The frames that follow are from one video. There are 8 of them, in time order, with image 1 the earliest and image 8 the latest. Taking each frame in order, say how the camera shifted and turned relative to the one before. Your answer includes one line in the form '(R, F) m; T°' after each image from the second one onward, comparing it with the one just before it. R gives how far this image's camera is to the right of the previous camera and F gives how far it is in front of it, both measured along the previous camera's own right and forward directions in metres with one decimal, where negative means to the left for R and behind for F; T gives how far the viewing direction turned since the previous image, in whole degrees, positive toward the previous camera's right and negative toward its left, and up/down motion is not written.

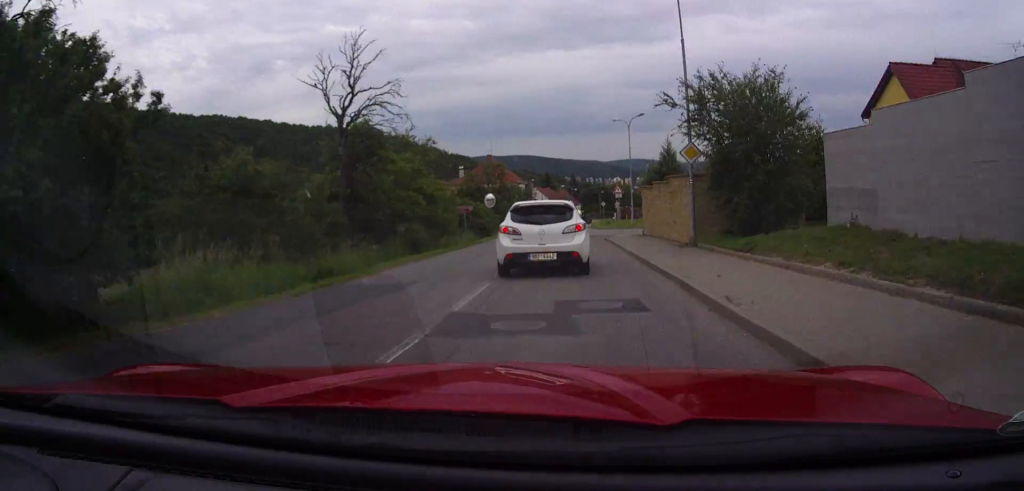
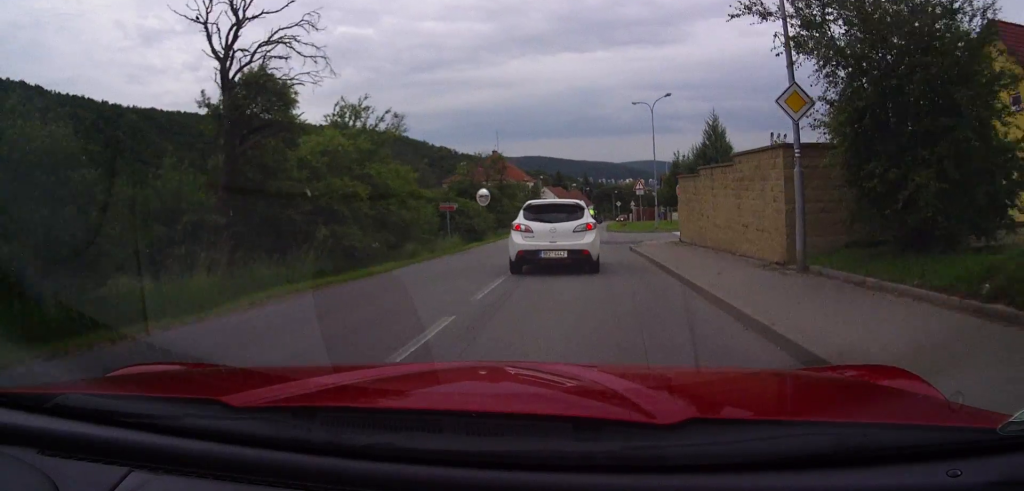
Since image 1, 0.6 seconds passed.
(+0.1, +7.9) m; 0°
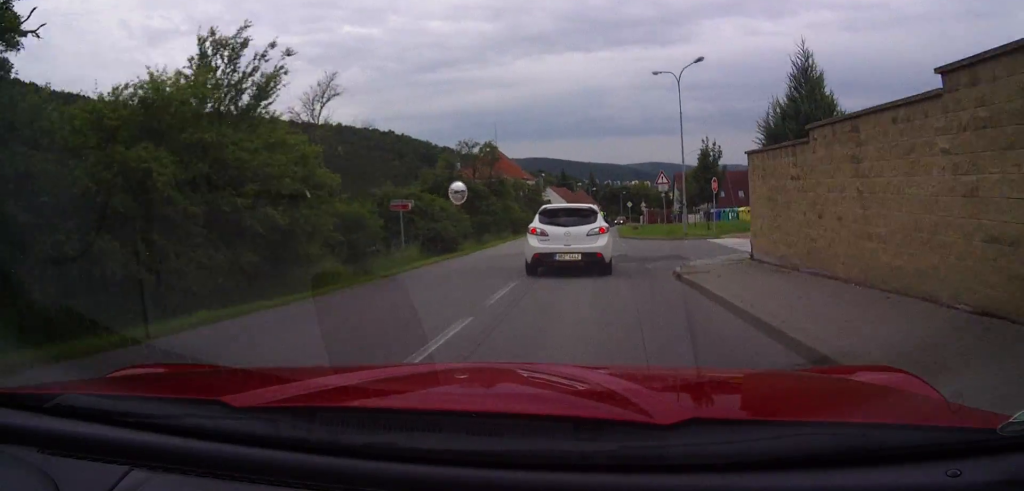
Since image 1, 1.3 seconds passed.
(0.0, +8.8) m; 0°
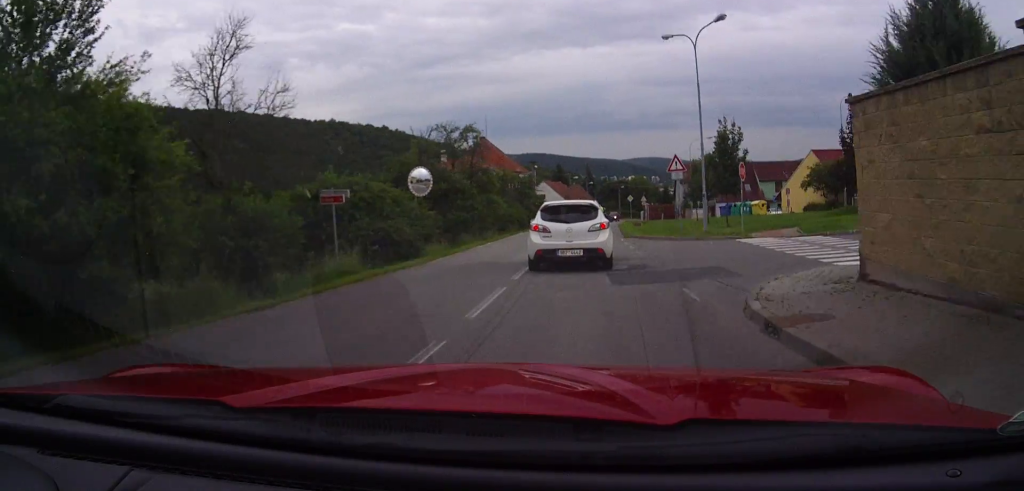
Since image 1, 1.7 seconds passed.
(0.0, +5.7) m; 0°
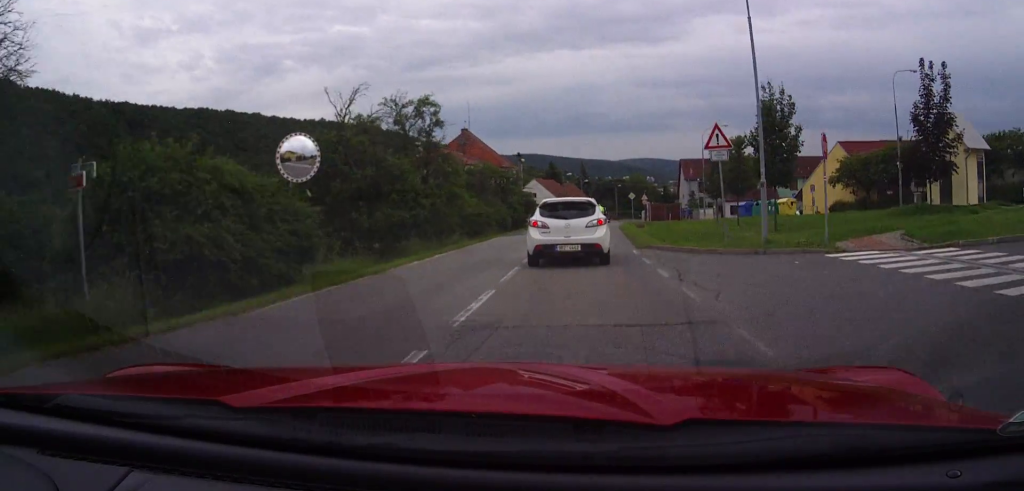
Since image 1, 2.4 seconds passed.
(0.0, +8.3) m; 0°
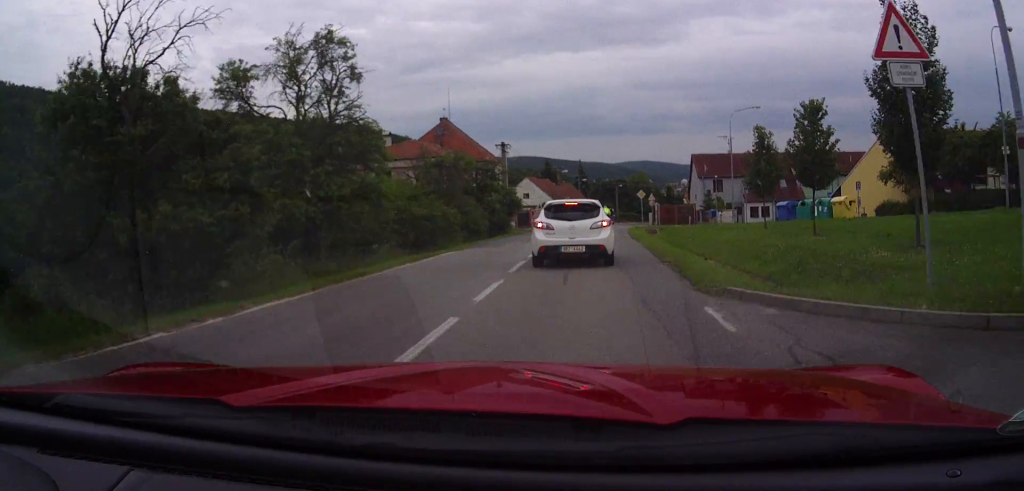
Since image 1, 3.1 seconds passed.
(0.0, +9.2) m; 0°
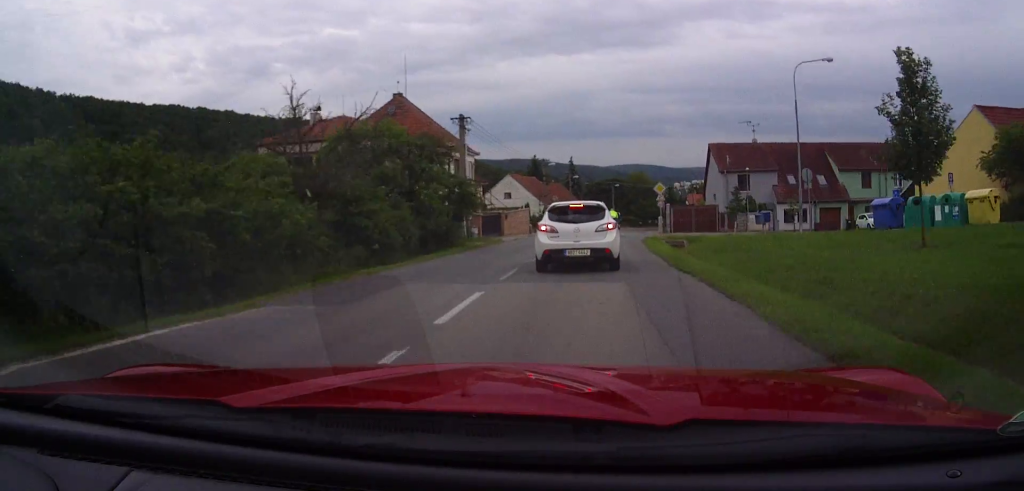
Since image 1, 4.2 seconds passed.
(0.0, +11.7) m; +1°
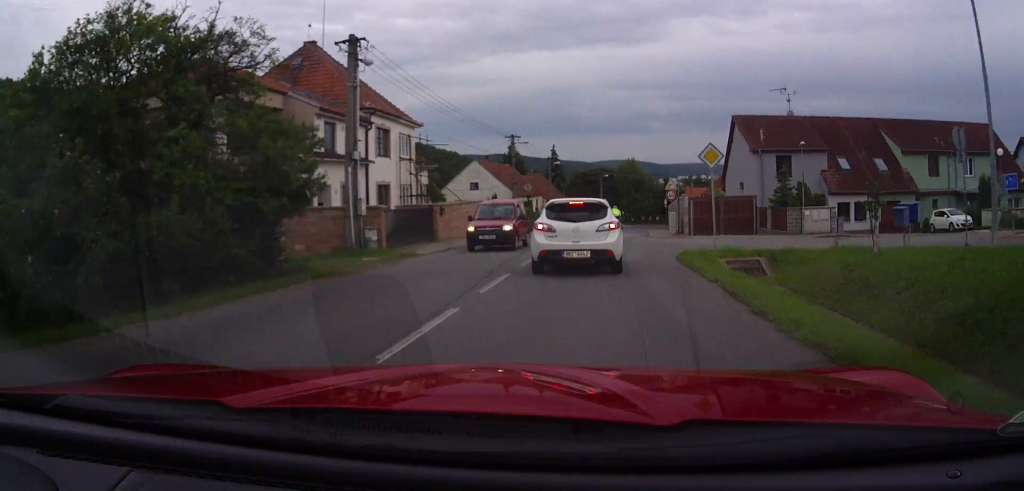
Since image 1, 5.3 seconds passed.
(+0.2, +12.7) m; +2°
